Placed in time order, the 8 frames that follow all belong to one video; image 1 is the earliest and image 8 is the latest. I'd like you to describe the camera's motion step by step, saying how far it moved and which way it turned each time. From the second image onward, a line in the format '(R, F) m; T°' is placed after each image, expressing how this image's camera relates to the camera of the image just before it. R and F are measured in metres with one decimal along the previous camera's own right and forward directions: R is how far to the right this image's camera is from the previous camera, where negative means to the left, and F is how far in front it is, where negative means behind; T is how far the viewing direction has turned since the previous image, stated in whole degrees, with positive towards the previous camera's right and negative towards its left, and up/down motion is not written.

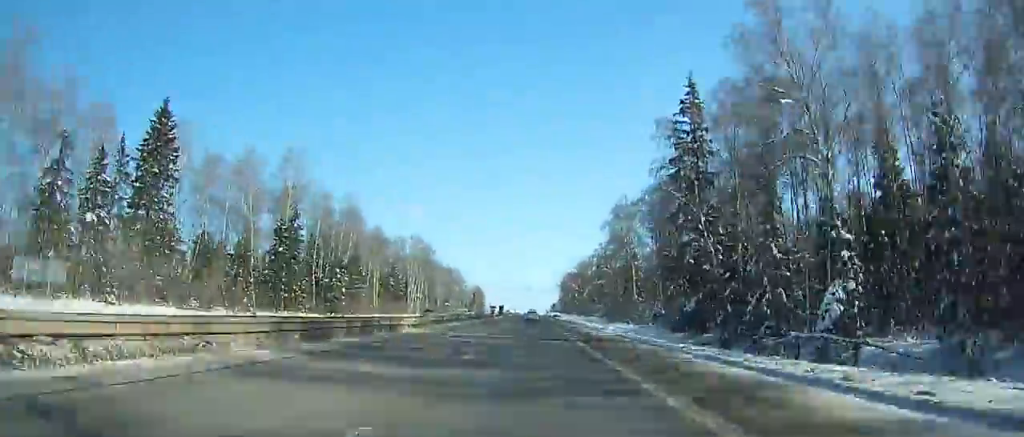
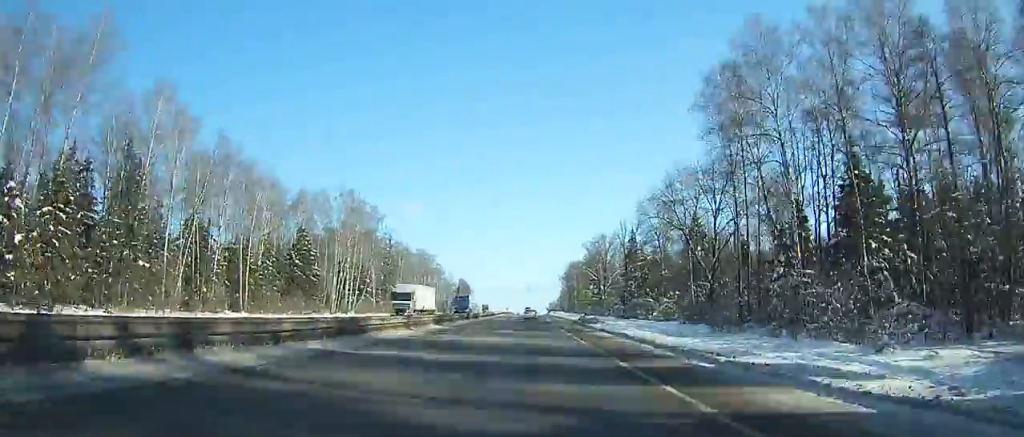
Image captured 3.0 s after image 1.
(+2.6, +76.0) m; +2°
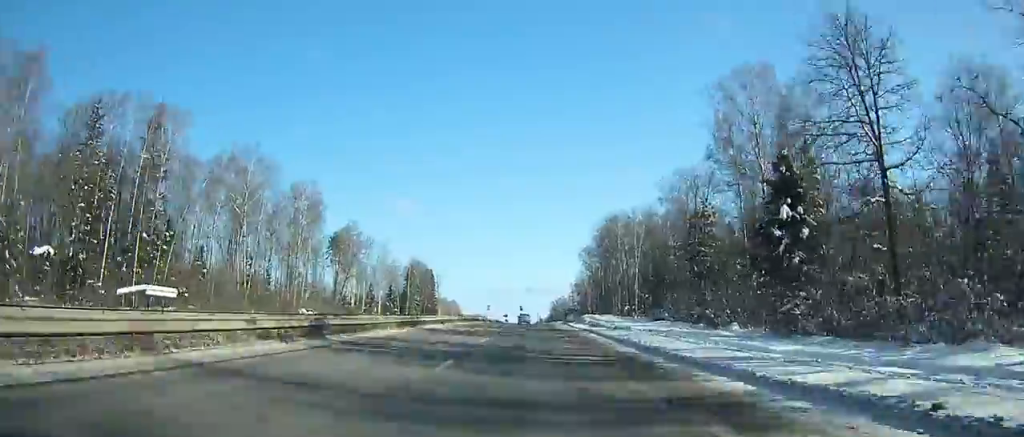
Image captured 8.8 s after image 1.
(-7.1, +142.2) m; -6°
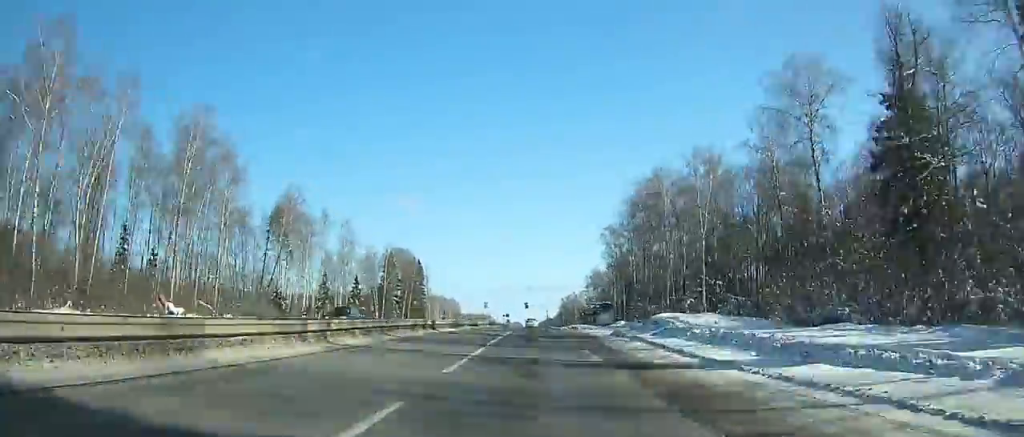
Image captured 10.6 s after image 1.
(+0.2, +43.5) m; -1°
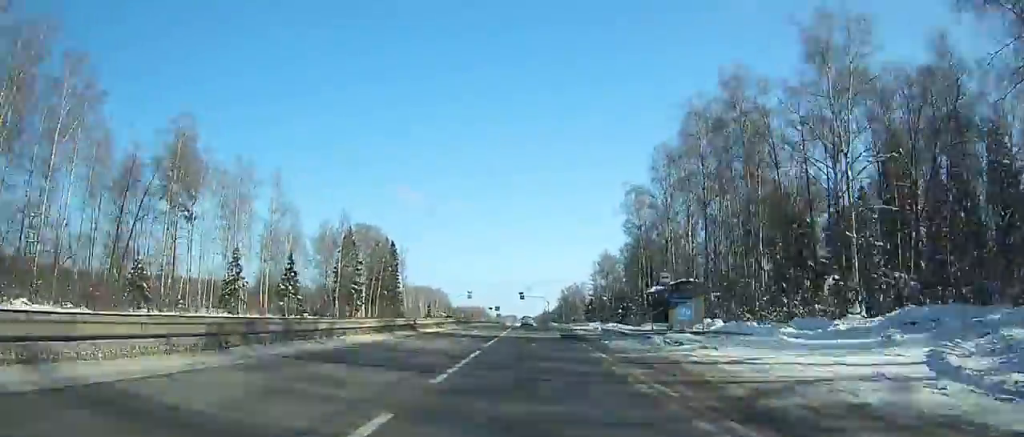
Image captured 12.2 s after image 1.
(-0.9, +38.3) m; +1°
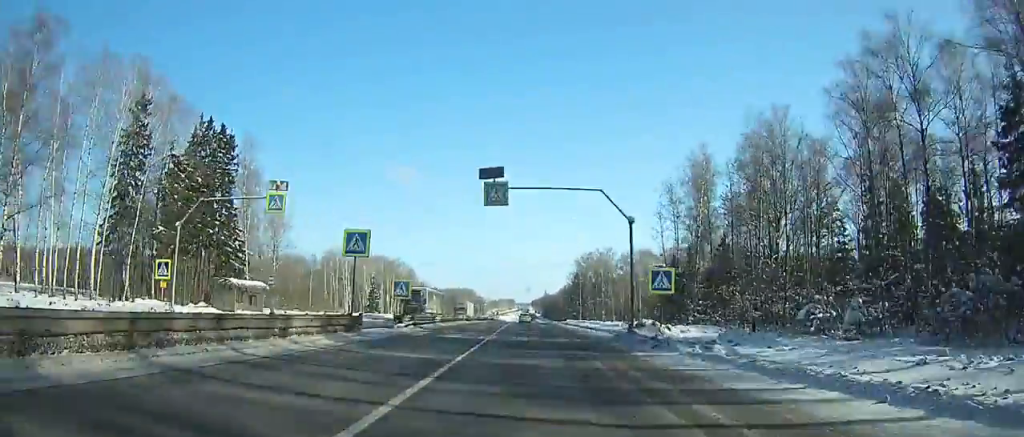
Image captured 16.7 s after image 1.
(+3.0, +107.0) m; +3°
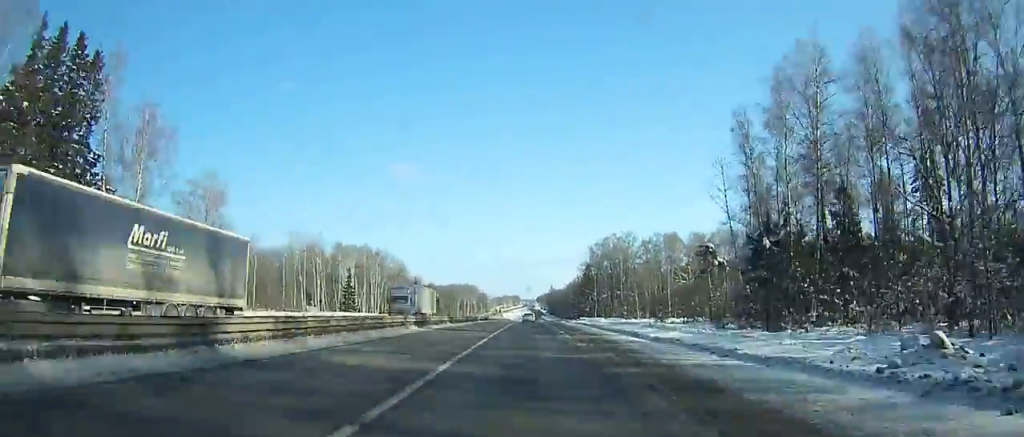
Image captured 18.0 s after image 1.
(0.0, +30.9) m; 0°
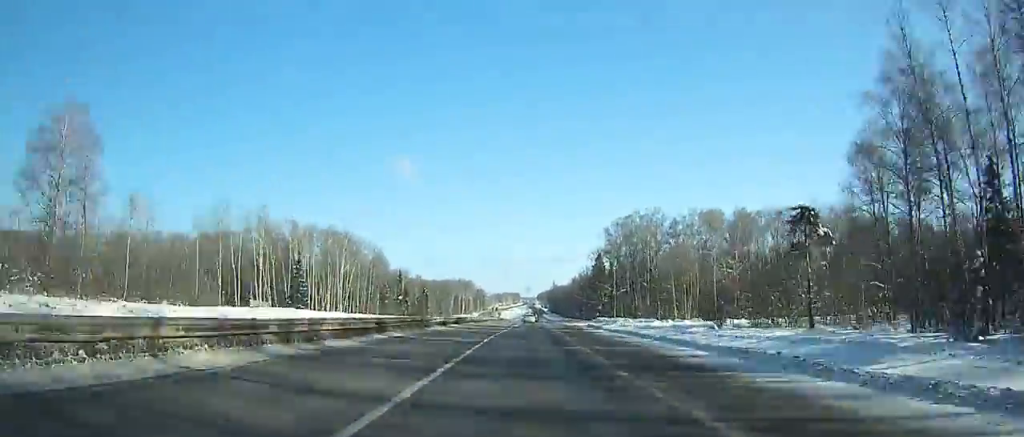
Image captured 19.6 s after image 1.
(0.0, +38.0) m; 0°
